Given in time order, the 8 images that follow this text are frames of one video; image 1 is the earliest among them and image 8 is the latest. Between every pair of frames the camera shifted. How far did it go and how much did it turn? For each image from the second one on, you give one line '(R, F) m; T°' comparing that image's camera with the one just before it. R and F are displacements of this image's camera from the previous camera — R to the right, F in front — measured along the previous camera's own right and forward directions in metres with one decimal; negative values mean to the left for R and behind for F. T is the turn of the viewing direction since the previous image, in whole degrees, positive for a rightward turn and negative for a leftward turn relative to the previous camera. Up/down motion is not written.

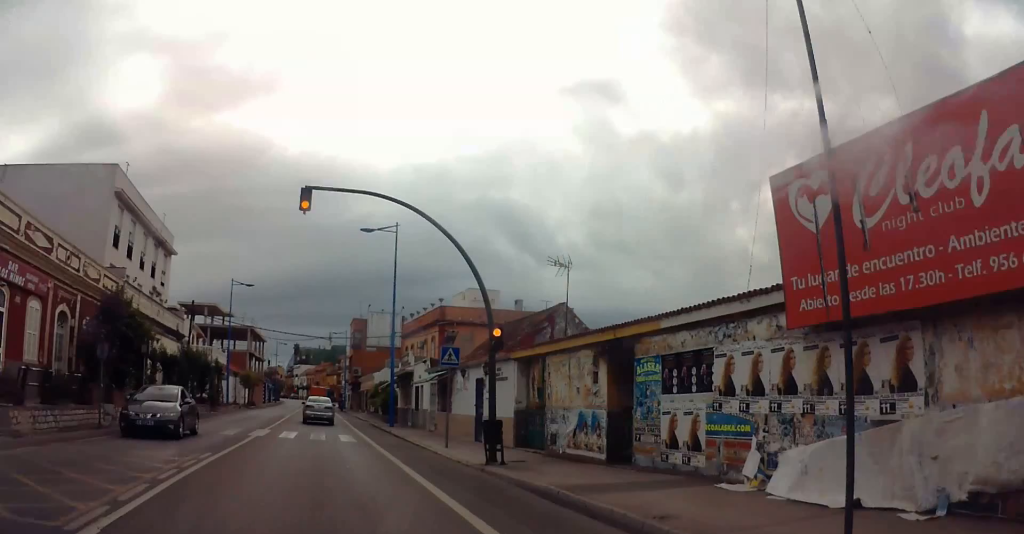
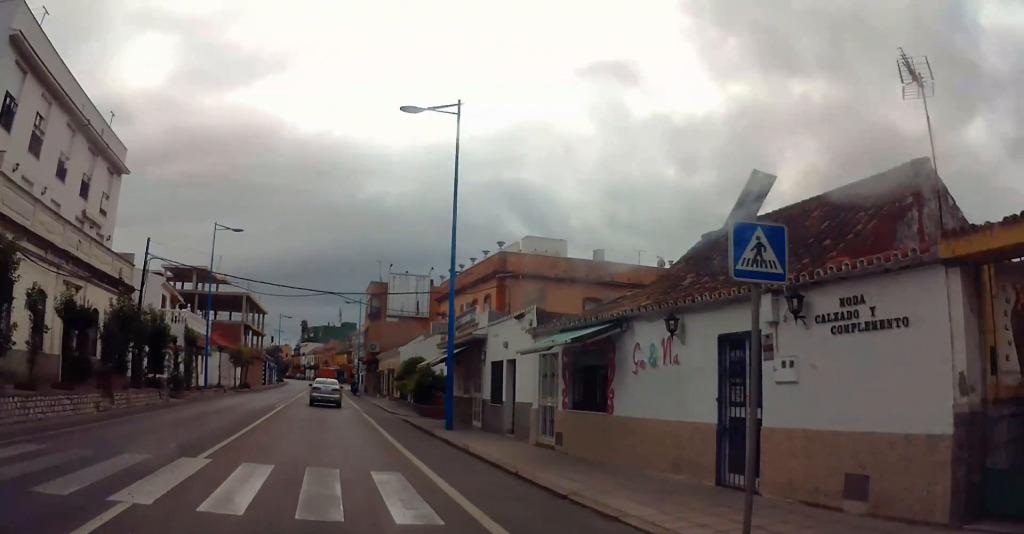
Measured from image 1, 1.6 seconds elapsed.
(+0.4, +14.5) m; -2°
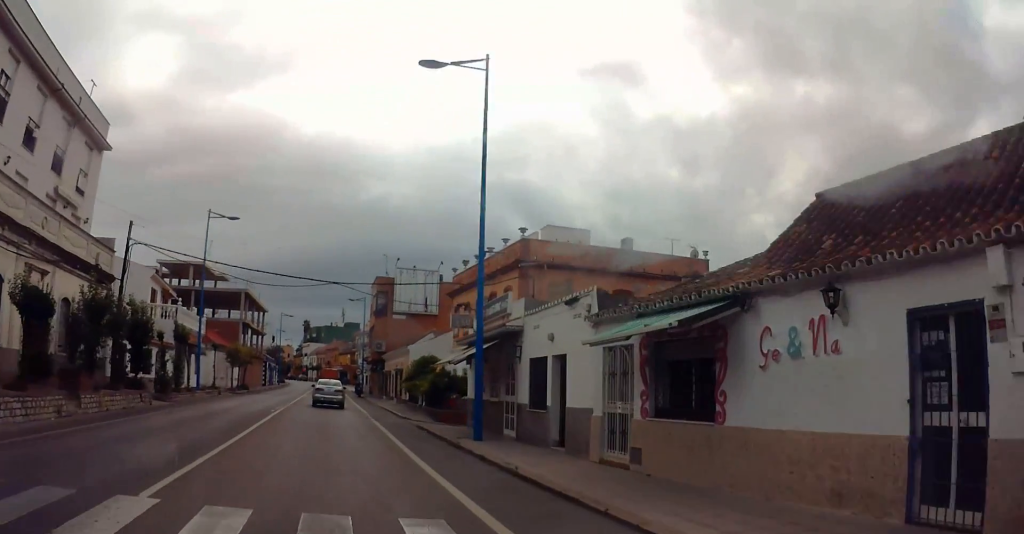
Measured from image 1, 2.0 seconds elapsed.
(0.0, +4.0) m; -4°
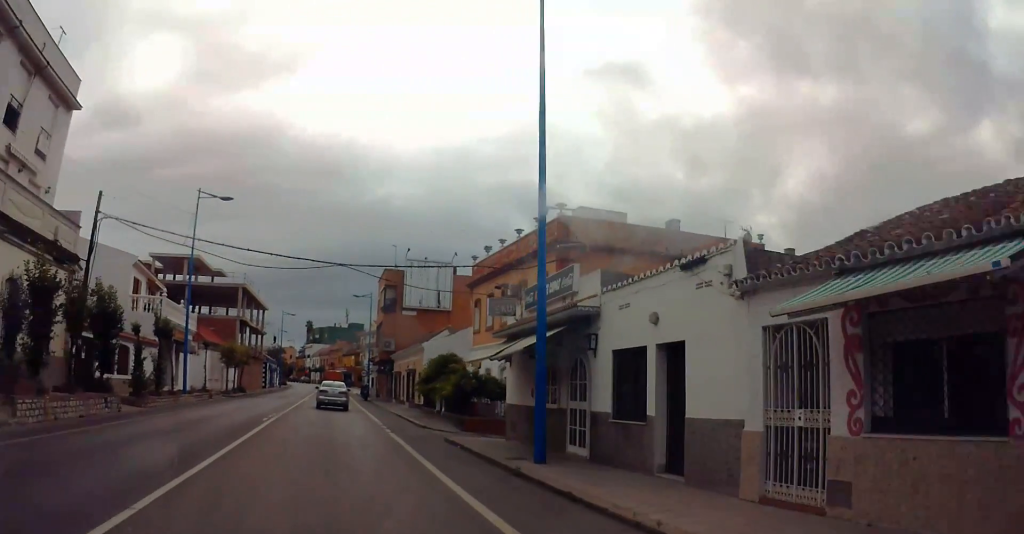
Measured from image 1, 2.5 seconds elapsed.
(-0.2, +4.8) m; -4°
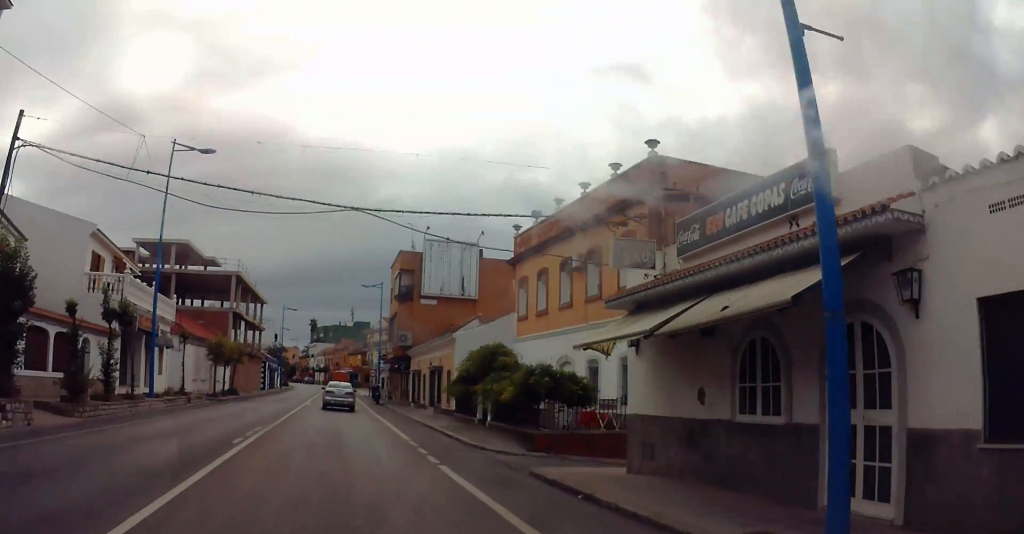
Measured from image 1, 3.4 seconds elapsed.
(-0.6, +8.3) m; -3°
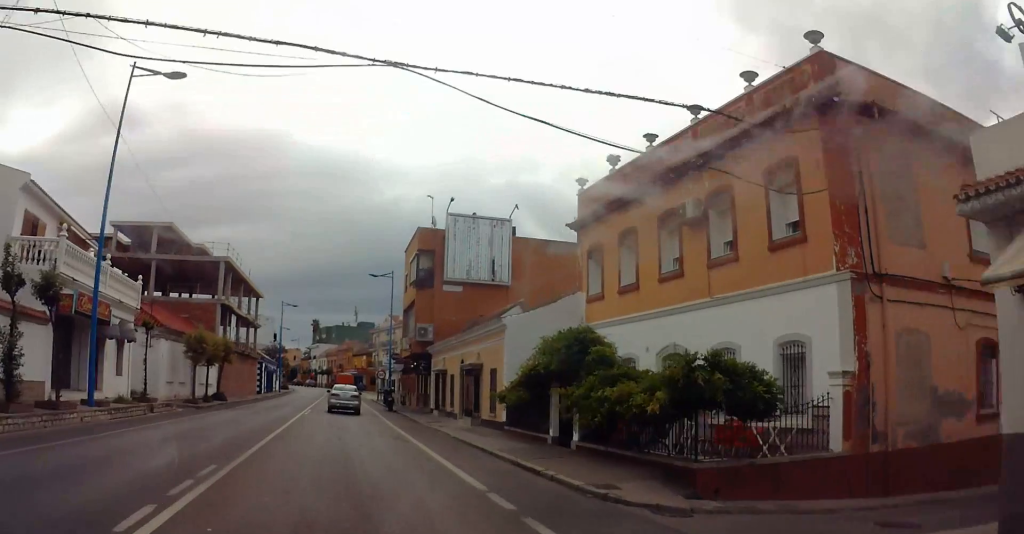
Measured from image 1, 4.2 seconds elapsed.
(-0.2, +7.9) m; +7°
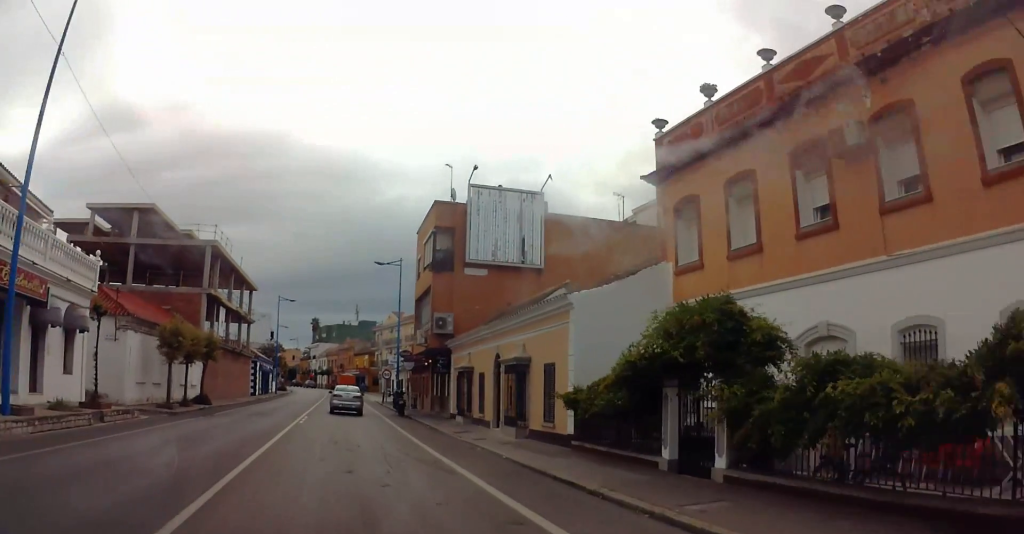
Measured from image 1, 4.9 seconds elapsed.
(+0.9, +6.3) m; +4°
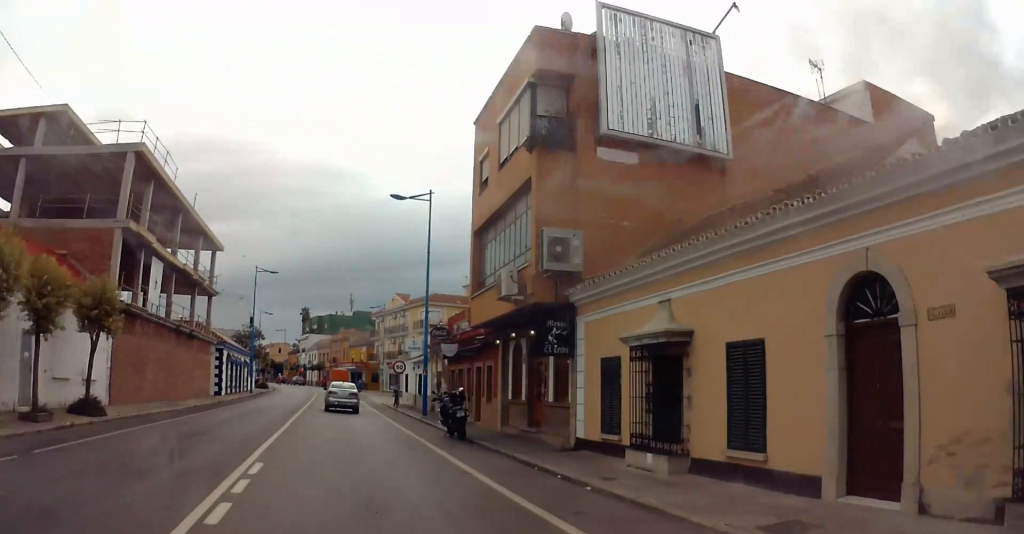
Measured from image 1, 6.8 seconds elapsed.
(+0.6, +17.6) m; +1°
